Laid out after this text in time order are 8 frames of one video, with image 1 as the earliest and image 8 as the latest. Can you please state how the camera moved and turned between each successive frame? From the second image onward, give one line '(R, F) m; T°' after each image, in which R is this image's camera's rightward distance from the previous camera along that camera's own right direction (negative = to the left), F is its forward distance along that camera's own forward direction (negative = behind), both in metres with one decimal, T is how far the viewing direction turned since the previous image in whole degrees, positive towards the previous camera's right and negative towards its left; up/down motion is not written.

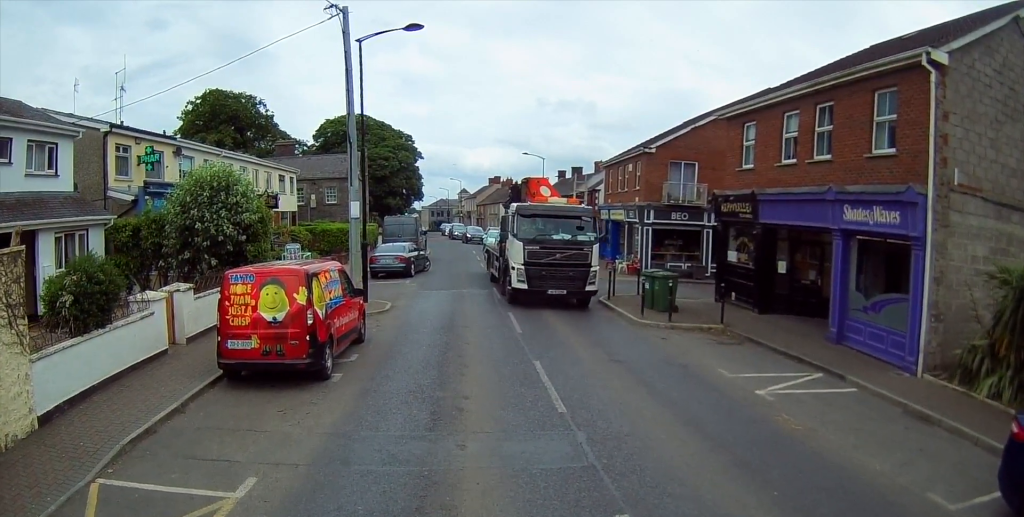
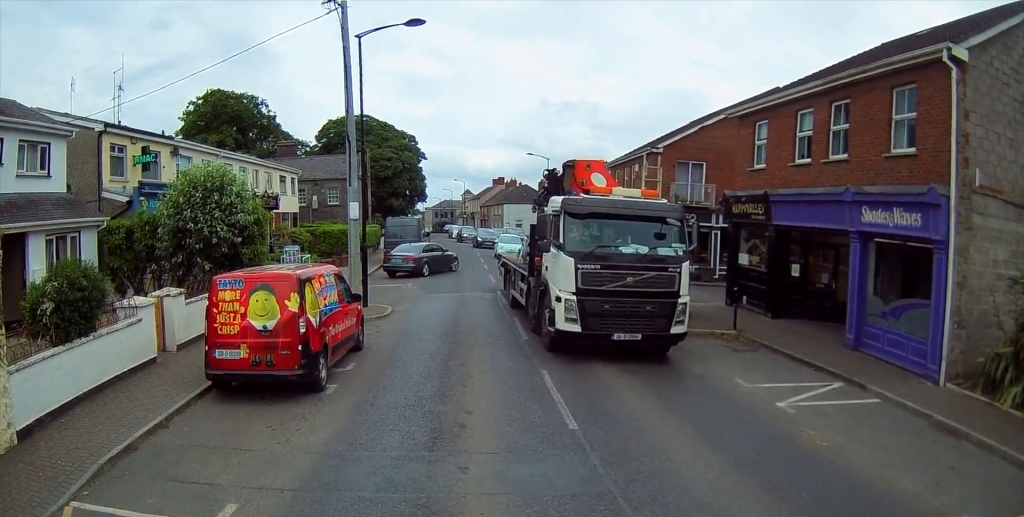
(+0.2, +0.5) m; 0°
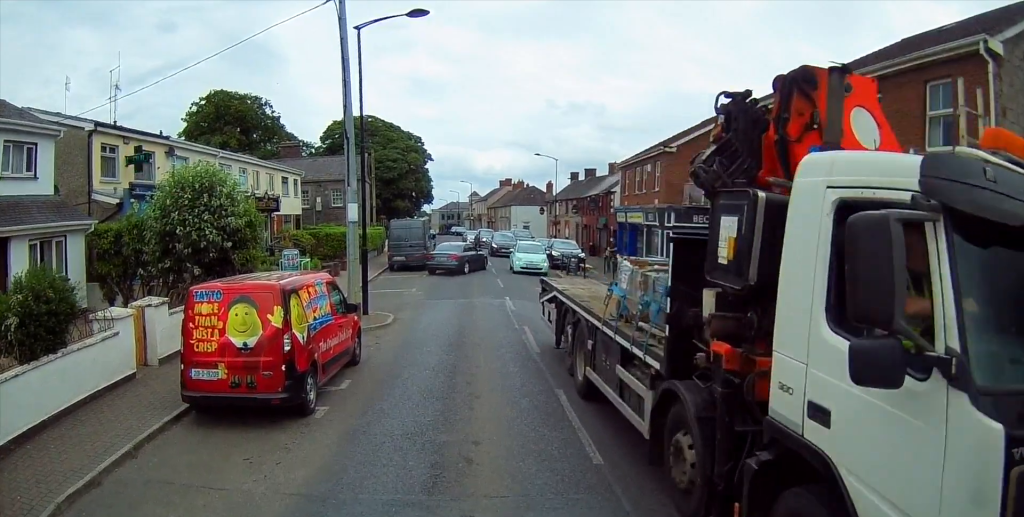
(-0.3, +1.0) m; 0°
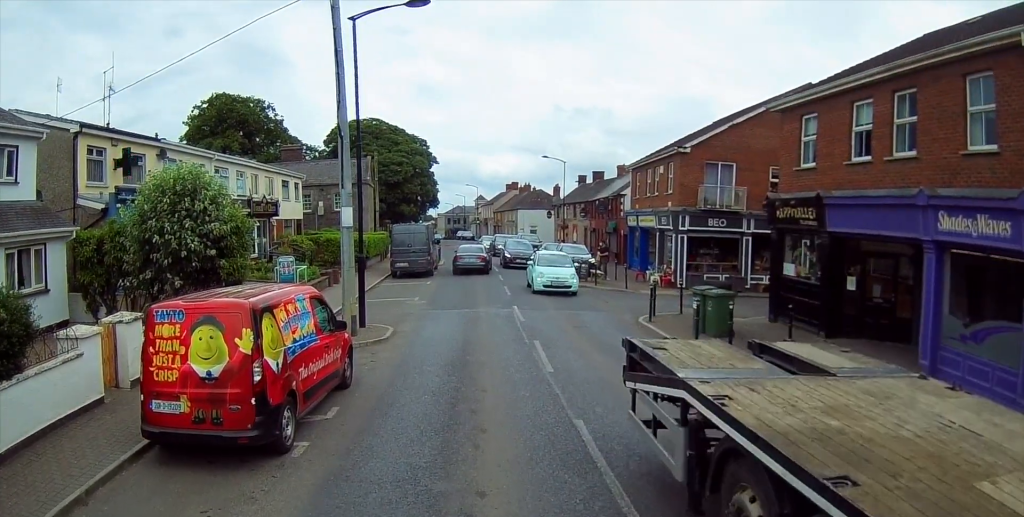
(-0.3, +1.1) m; -3°
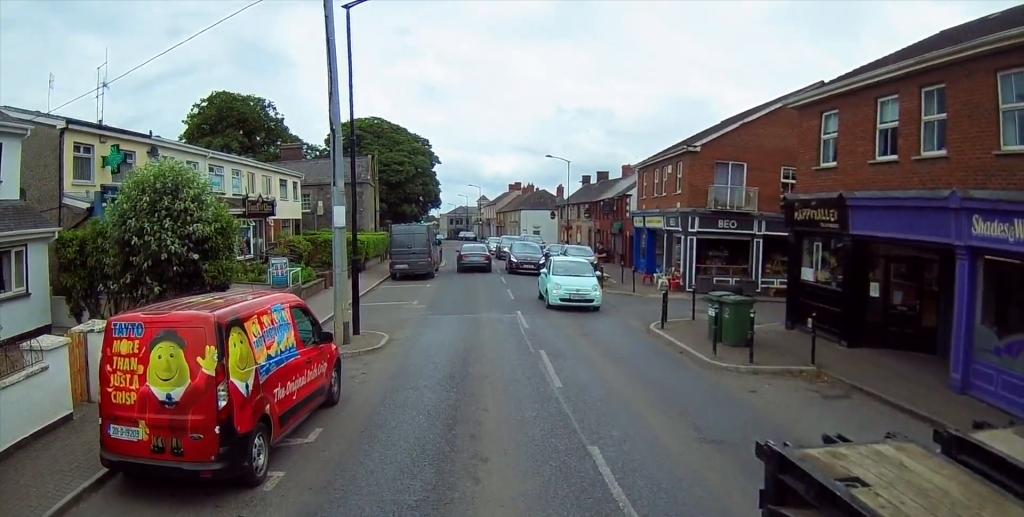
(0.0, +0.8) m; -2°
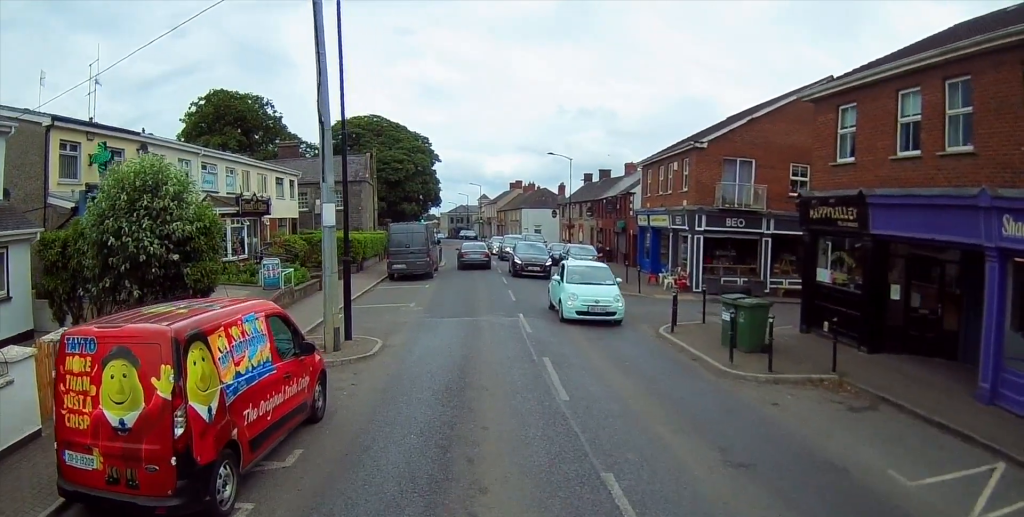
(+0.1, +0.7) m; -2°
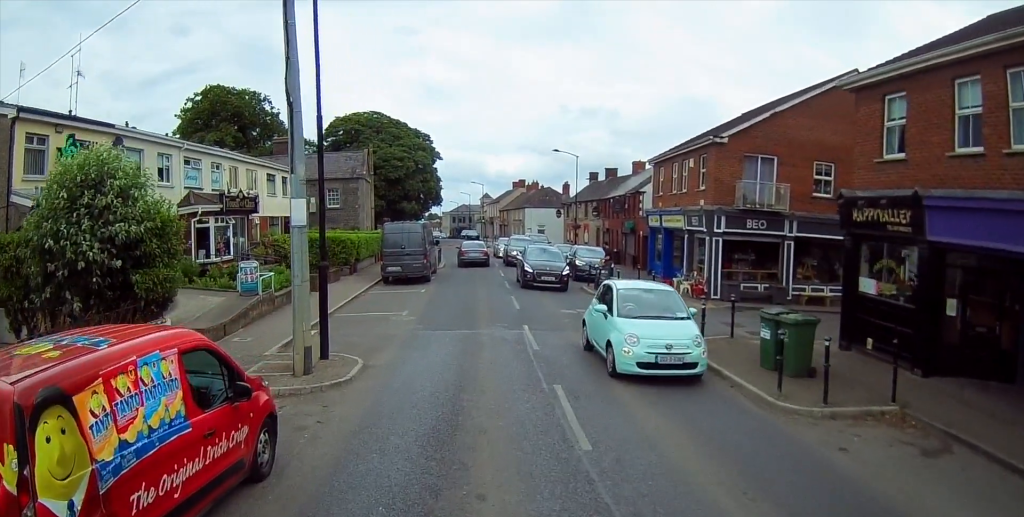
(-0.1, +1.8) m; +5°
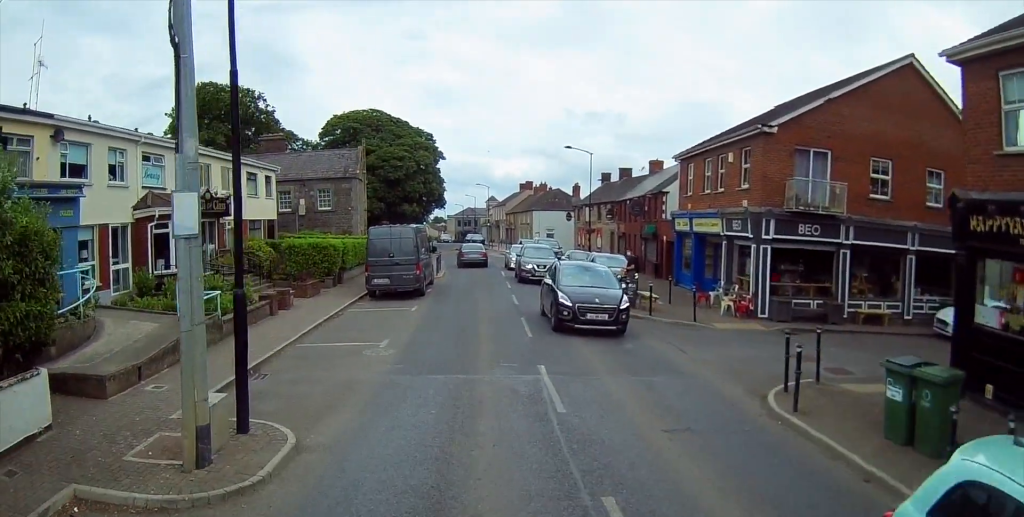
(+0.5, +3.4) m; +6°
